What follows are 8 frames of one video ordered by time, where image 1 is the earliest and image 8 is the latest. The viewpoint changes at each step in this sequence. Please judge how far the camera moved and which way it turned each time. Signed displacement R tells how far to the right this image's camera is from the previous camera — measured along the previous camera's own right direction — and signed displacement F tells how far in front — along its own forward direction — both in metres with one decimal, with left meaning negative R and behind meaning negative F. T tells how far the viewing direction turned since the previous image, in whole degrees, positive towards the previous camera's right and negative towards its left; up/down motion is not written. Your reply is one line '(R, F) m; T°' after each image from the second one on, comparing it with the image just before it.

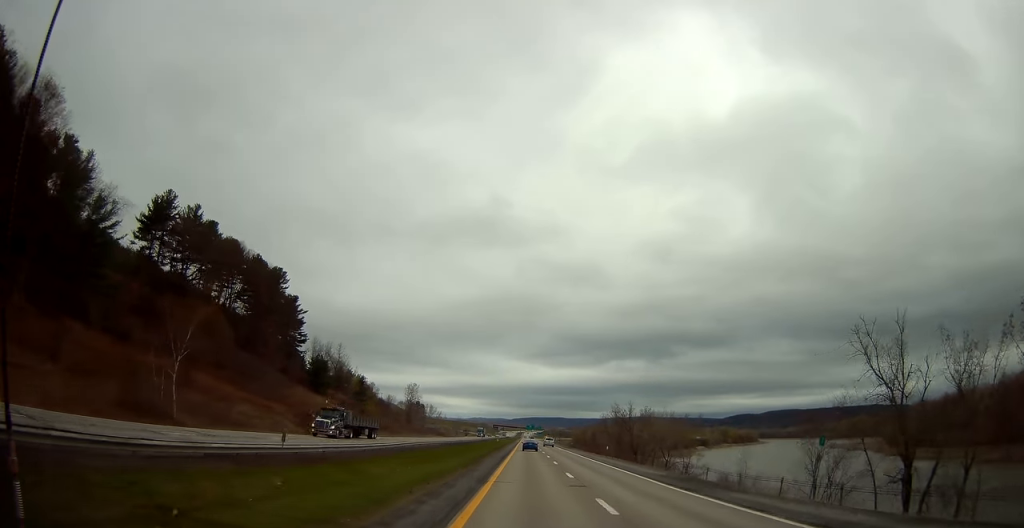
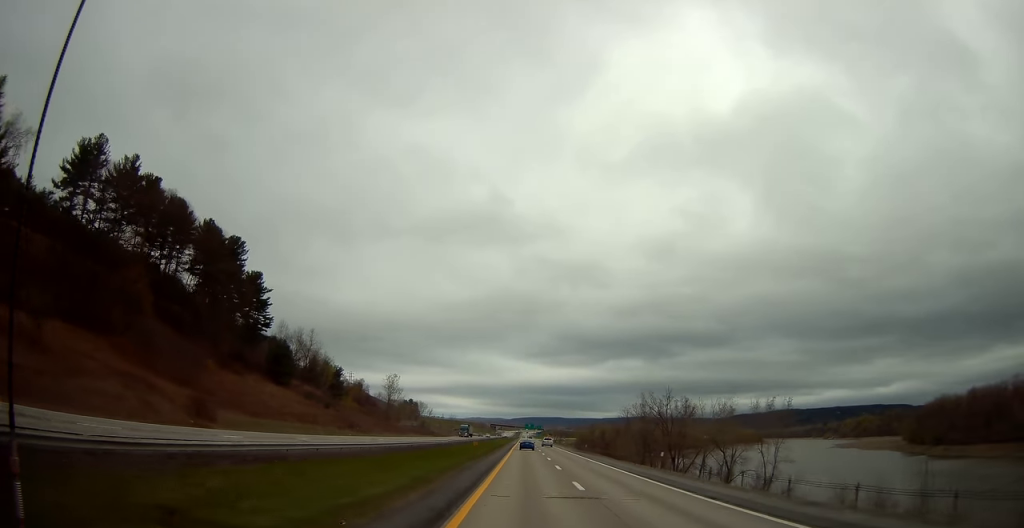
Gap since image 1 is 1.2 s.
(+0.2, +30.5) m; 0°
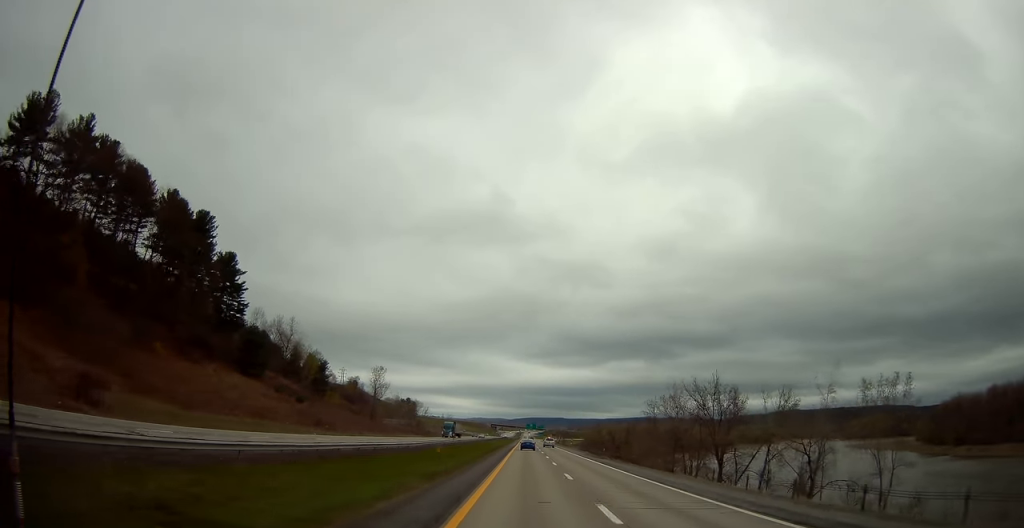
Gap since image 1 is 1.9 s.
(0.0, +20.1) m; 0°
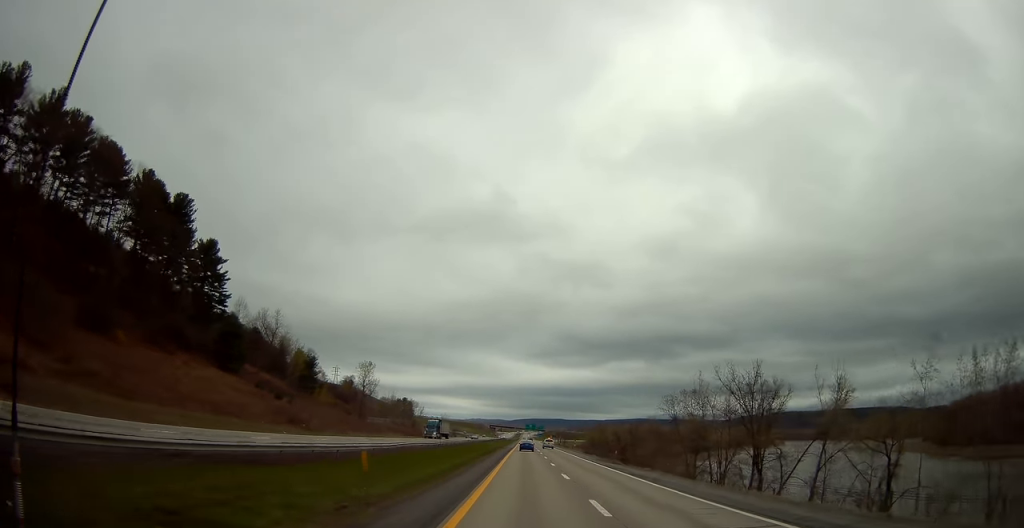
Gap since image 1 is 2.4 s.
(0.0, +11.4) m; 0°
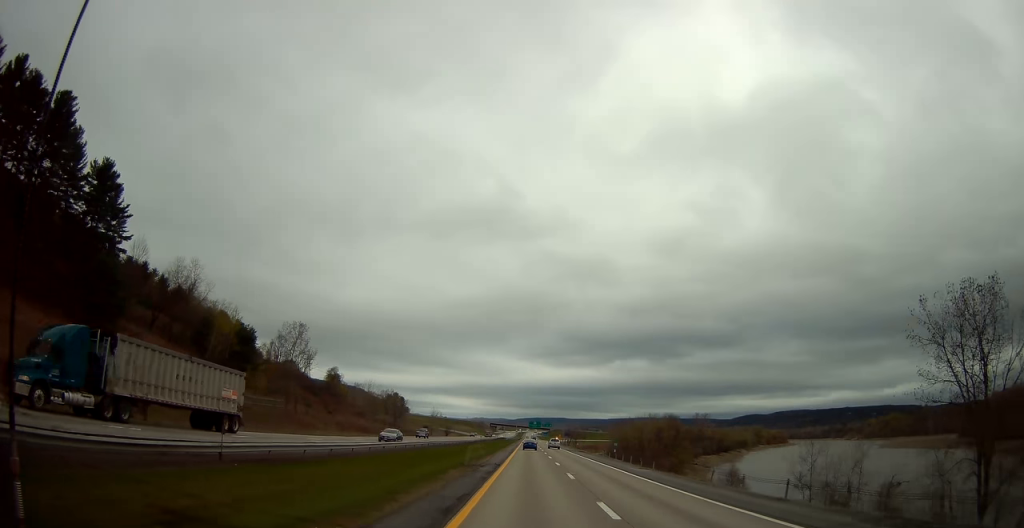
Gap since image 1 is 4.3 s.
(+0.1, +50.8) m; 0°
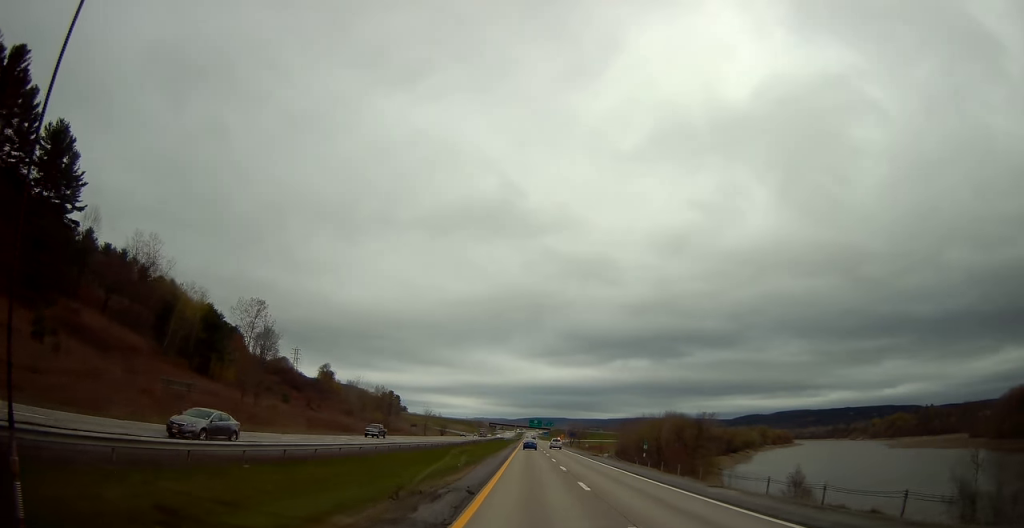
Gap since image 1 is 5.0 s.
(0.0, +17.5) m; 0°
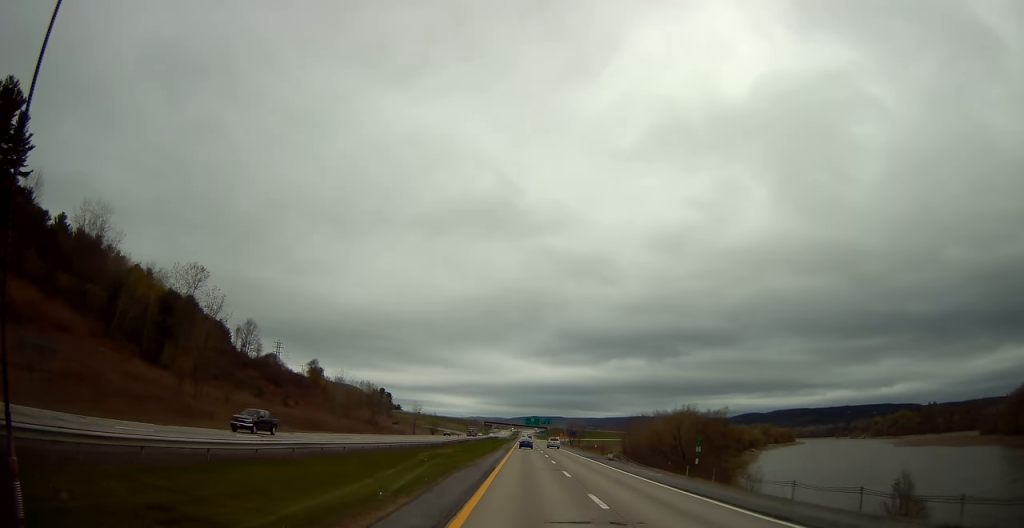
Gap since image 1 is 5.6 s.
(0.0, +17.5) m; 0°
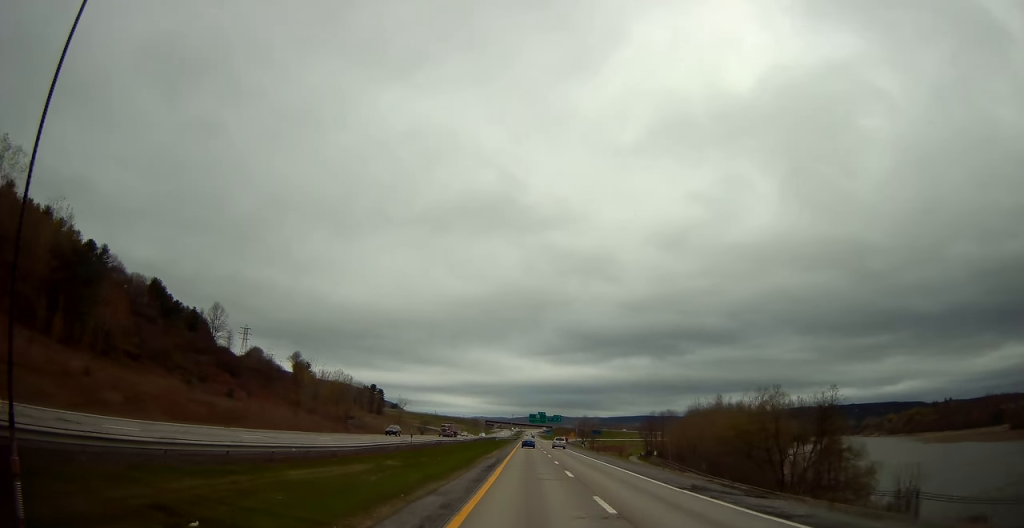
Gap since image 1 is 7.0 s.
(0.0, +37.1) m; 0°
